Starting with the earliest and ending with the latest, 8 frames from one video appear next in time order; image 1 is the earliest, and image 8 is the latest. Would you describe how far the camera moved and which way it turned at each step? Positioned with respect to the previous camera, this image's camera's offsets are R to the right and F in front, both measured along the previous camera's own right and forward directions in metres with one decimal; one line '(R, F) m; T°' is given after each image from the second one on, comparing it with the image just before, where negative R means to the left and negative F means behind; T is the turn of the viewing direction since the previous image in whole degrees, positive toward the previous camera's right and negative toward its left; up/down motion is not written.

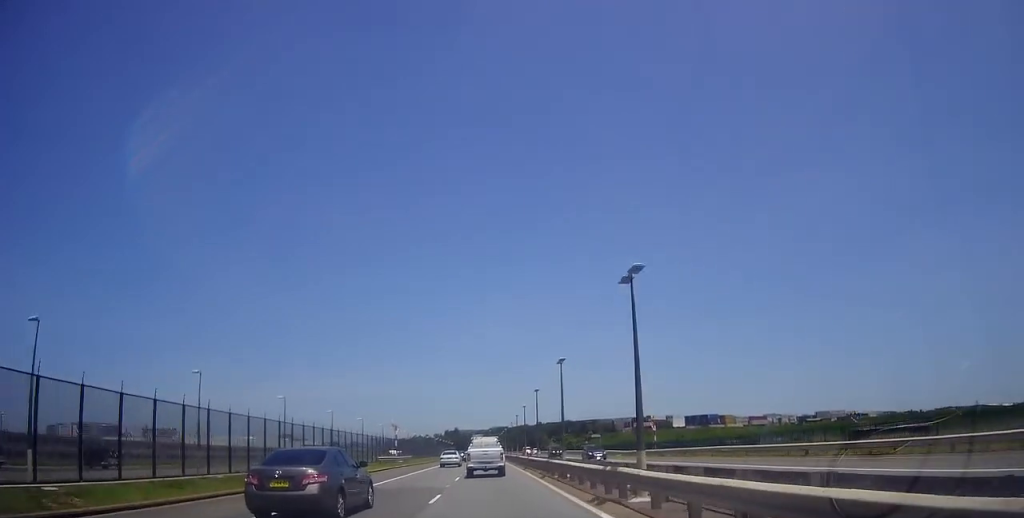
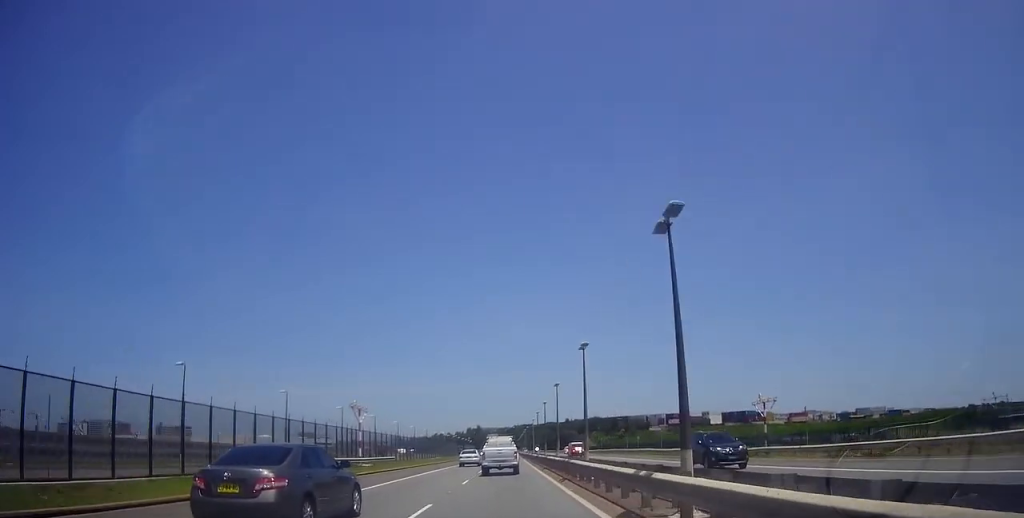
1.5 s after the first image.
(+0.4, +26.9) m; -1°
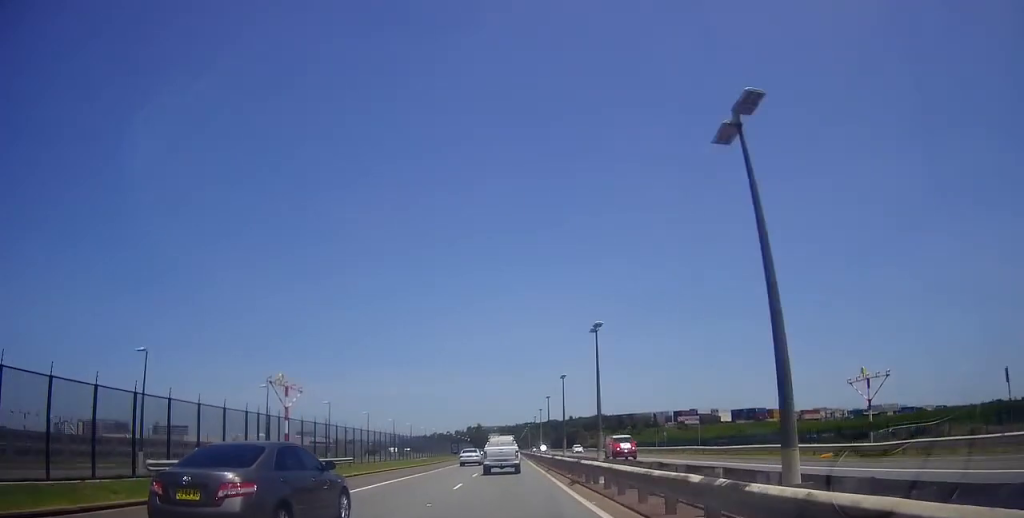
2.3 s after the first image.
(-0.4, +15.3) m; -2°
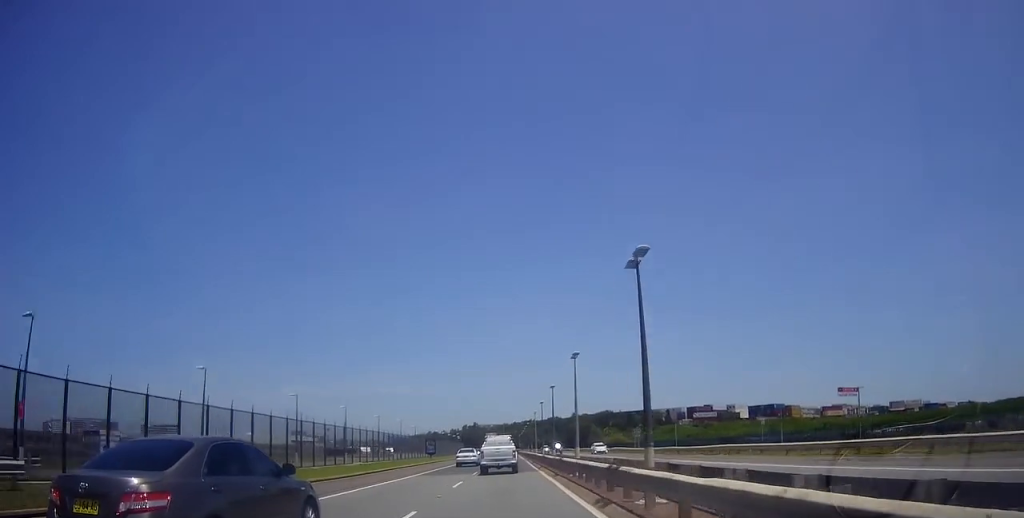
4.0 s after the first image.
(-0.6, +31.2) m; 0°
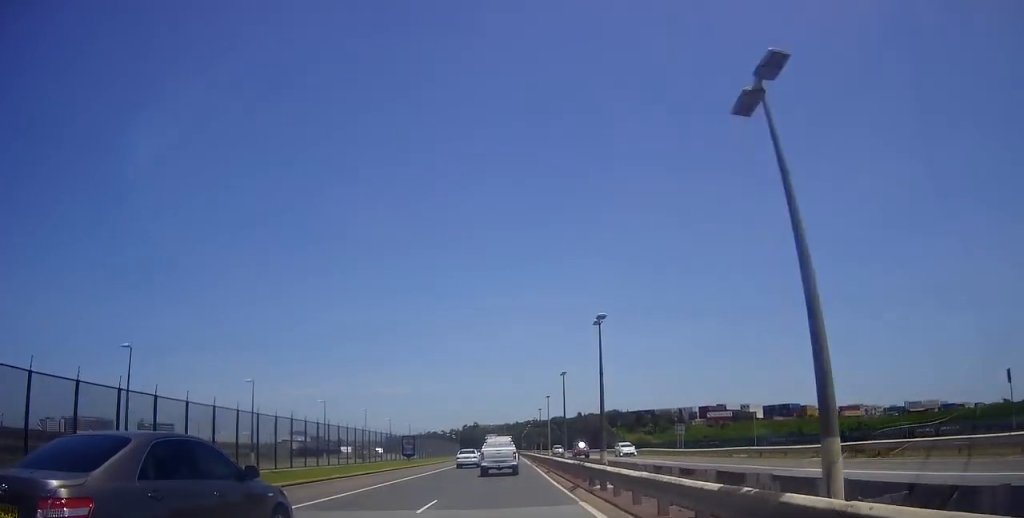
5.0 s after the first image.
(+0.4, +18.5) m; 0°
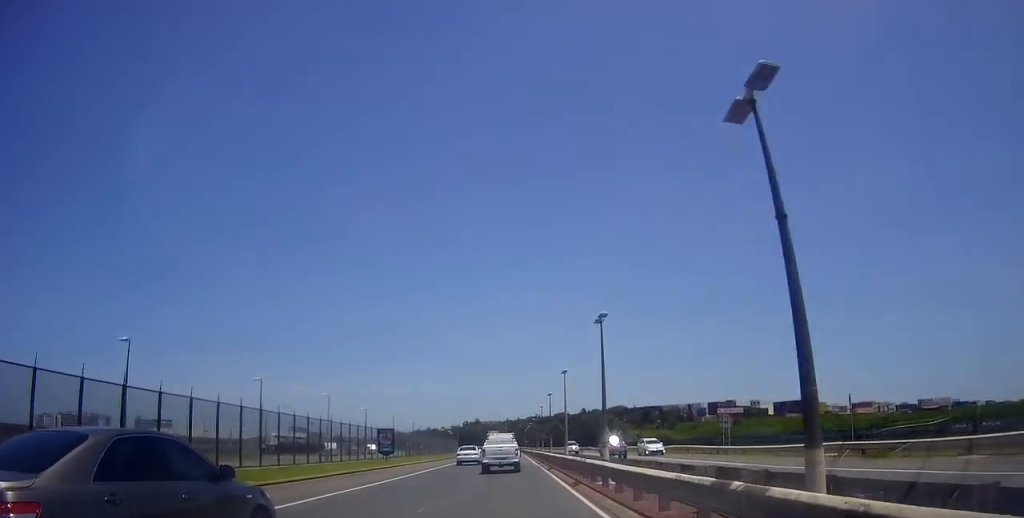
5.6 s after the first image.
(-0.2, +11.8) m; 0°
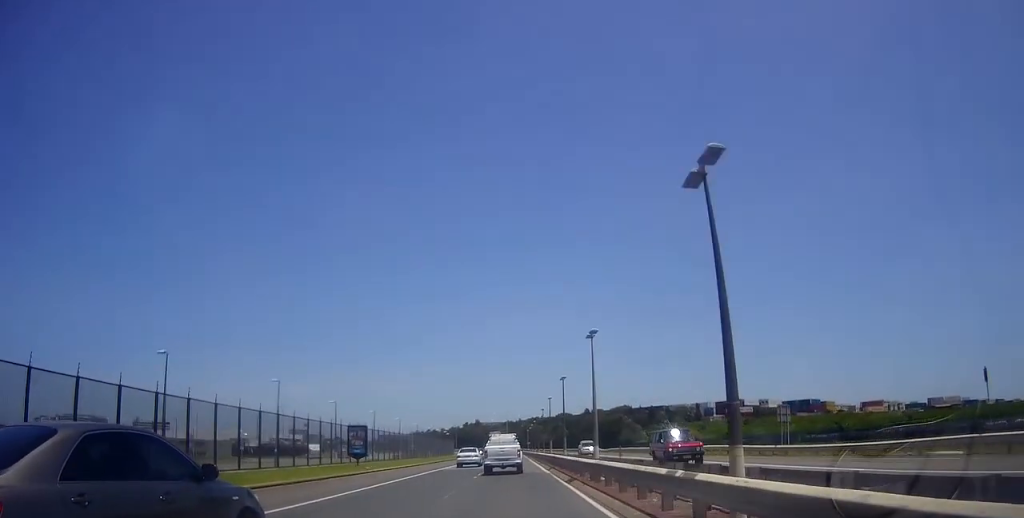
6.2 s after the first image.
(-0.2, +9.9) m; 0°
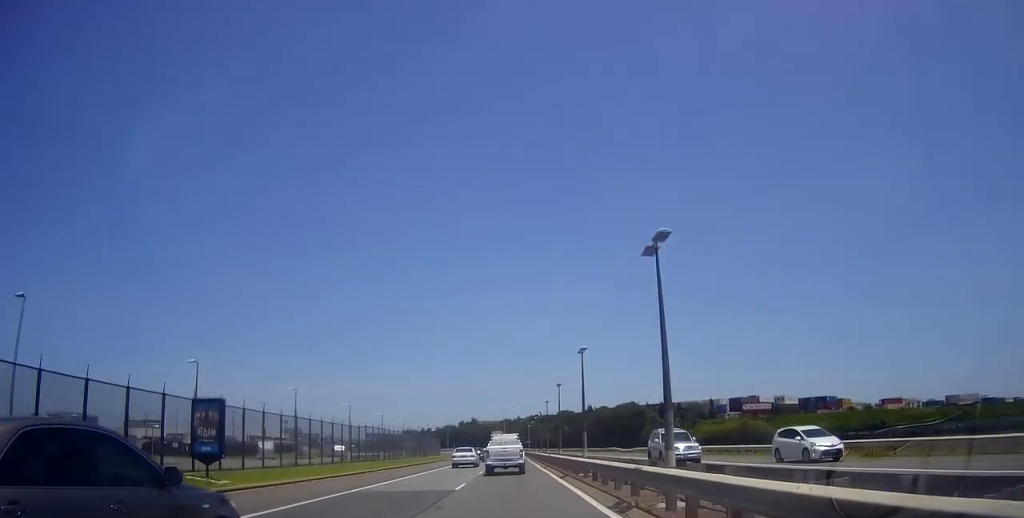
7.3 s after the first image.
(+0.4, +21.1) m; 0°
